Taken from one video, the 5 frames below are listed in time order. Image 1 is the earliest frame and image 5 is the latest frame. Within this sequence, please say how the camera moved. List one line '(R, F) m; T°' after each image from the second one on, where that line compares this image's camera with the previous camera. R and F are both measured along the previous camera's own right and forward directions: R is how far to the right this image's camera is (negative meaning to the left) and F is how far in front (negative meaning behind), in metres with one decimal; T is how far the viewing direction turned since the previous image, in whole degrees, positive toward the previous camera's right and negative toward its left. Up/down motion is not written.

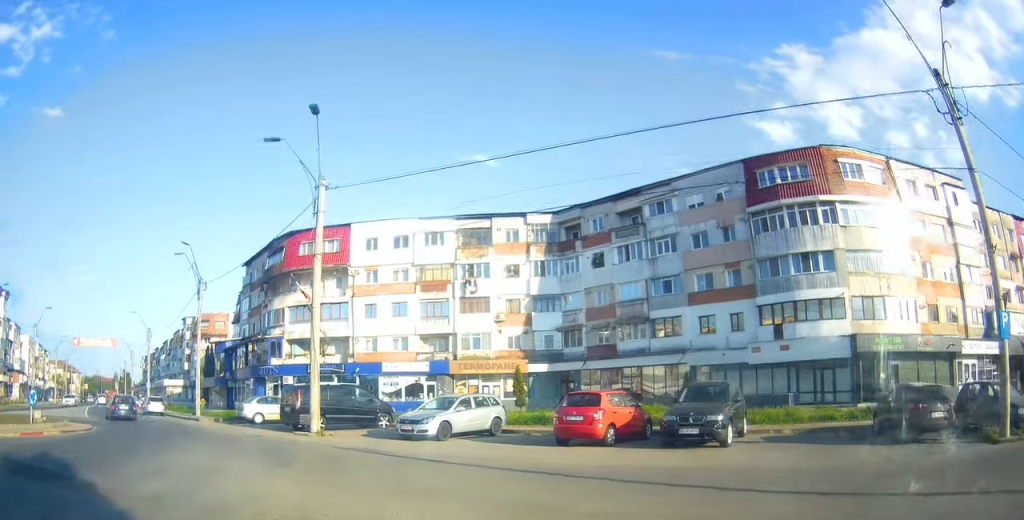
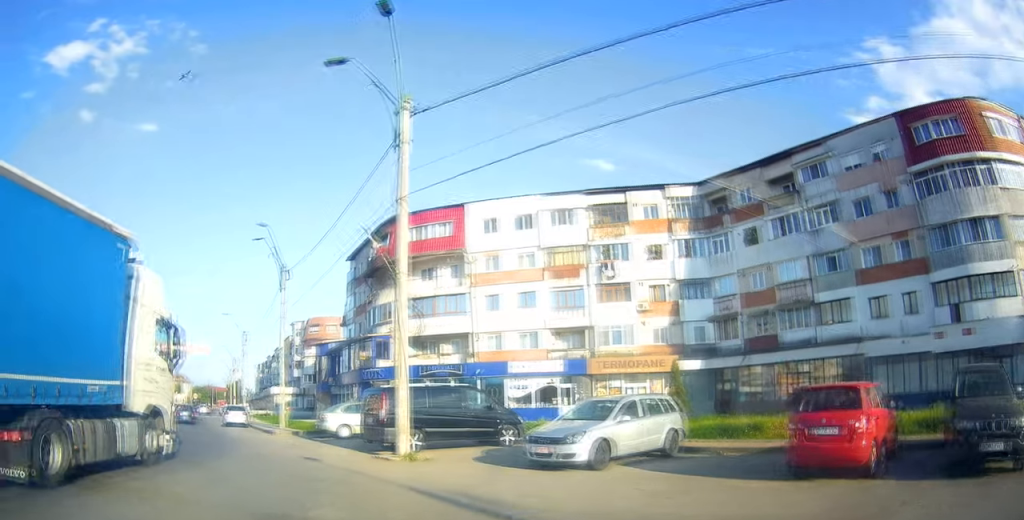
(-0.3, +7.6) m; -9°
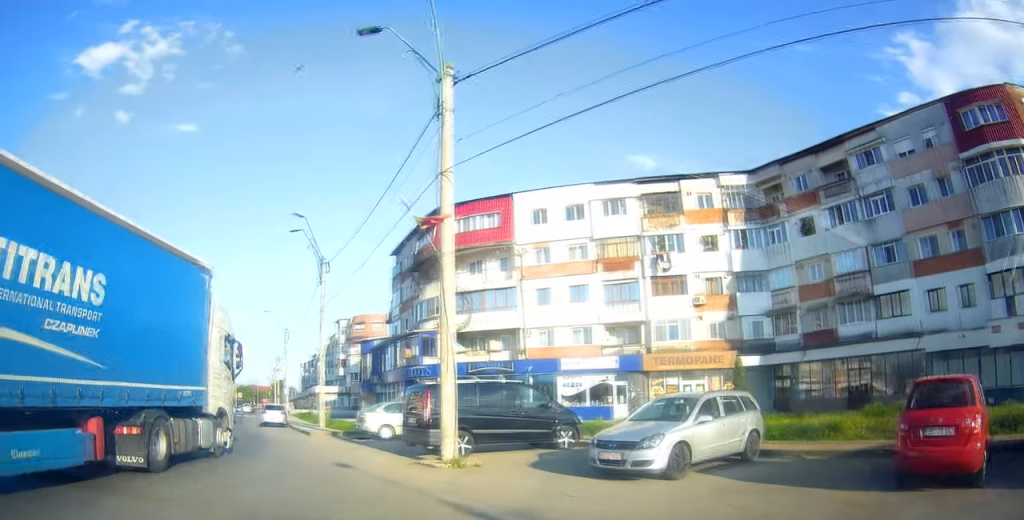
(+0.1, +2.1) m; -6°
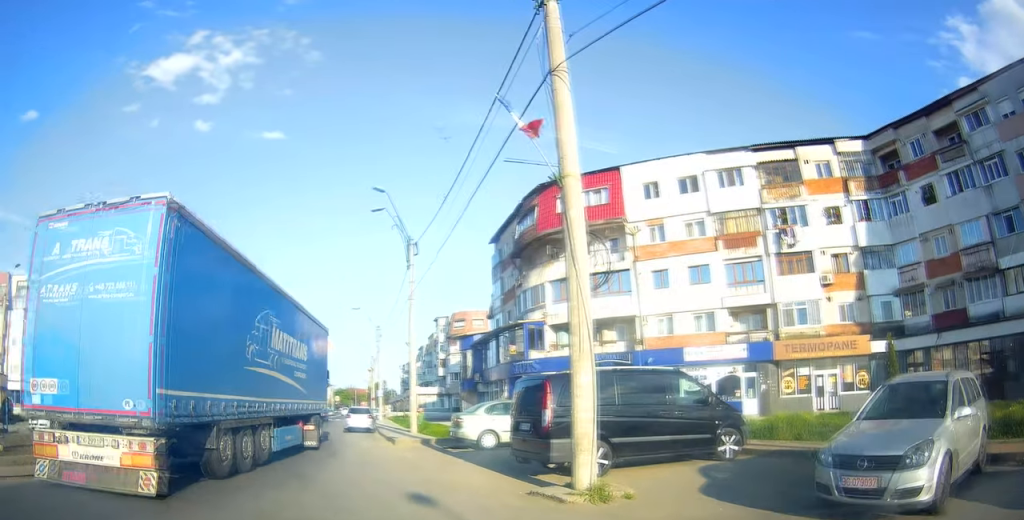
(-1.3, +5.6) m; -26°
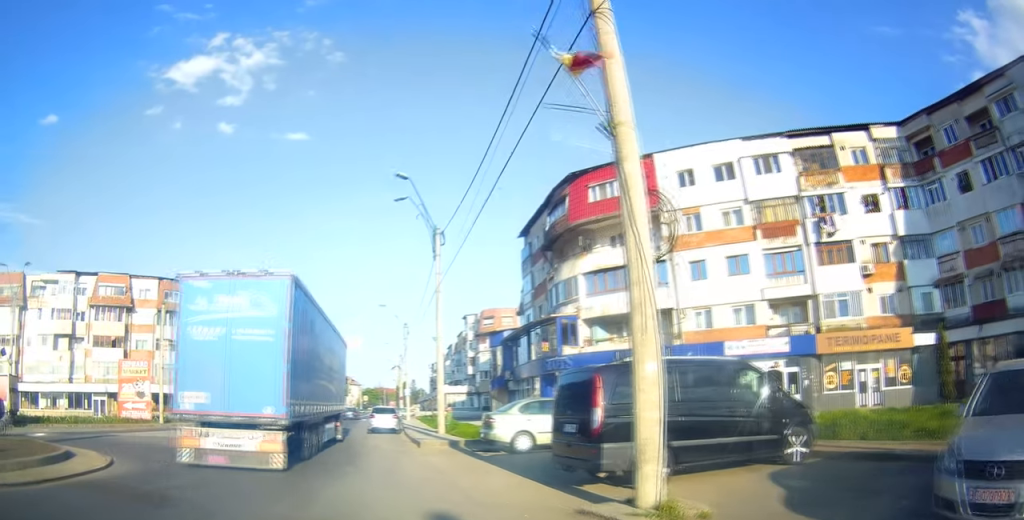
(-0.4, +2.1) m; -2°
